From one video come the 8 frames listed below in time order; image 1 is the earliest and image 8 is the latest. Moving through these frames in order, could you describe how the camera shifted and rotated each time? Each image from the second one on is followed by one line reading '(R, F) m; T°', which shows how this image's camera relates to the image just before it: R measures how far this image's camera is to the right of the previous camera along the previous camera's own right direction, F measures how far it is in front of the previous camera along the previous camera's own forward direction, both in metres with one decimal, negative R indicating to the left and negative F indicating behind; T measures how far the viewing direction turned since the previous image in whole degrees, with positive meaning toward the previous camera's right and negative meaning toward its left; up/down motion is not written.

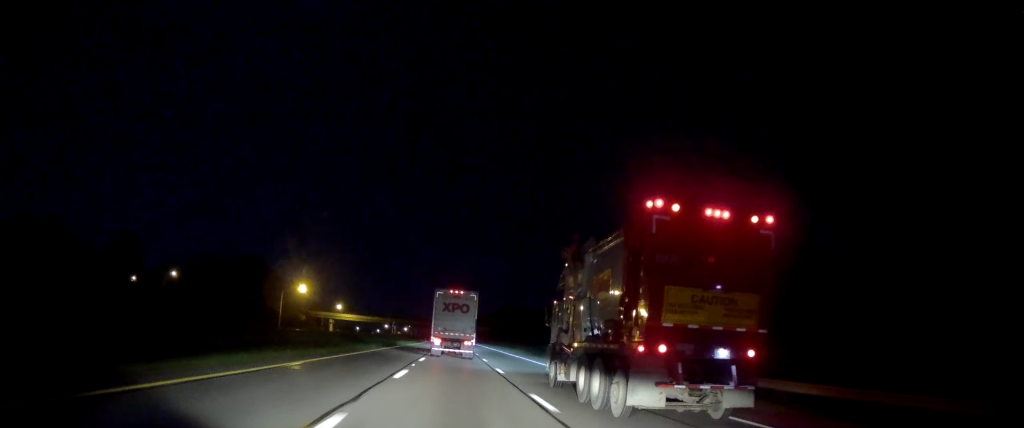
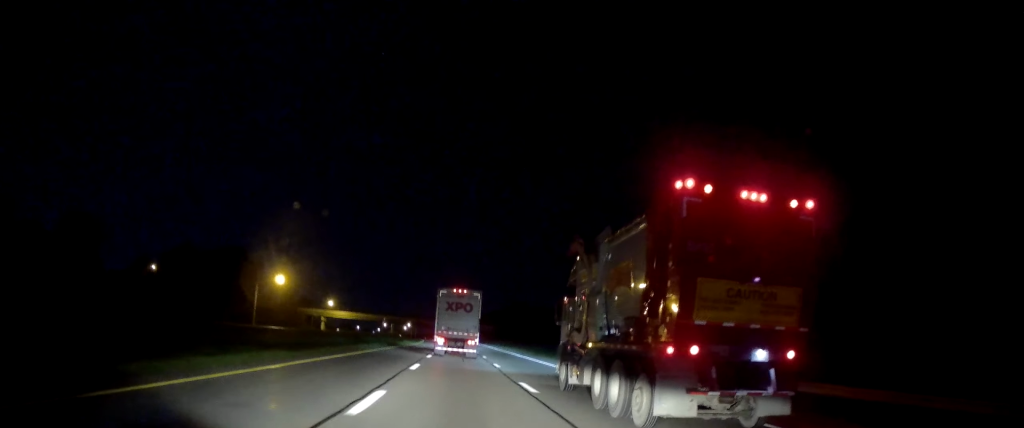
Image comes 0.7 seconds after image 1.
(+0.1, +20.2) m; 0°
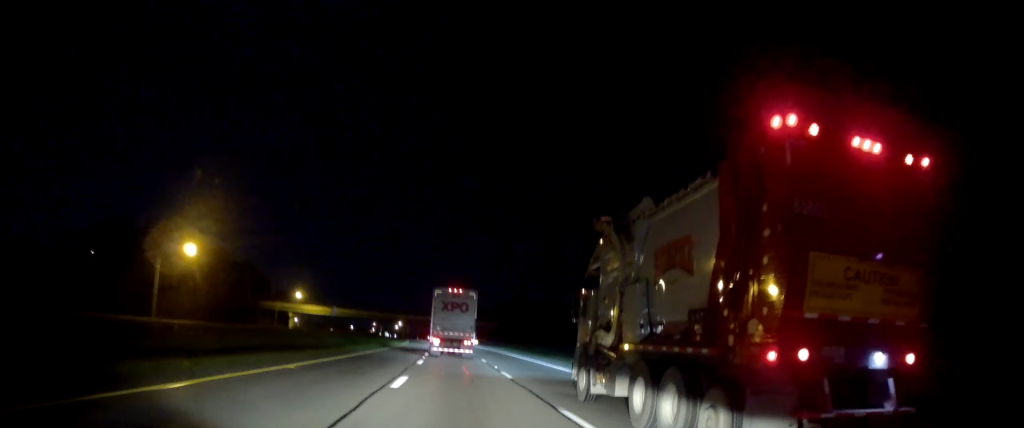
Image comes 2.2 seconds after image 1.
(-0.7, +43.5) m; -1°
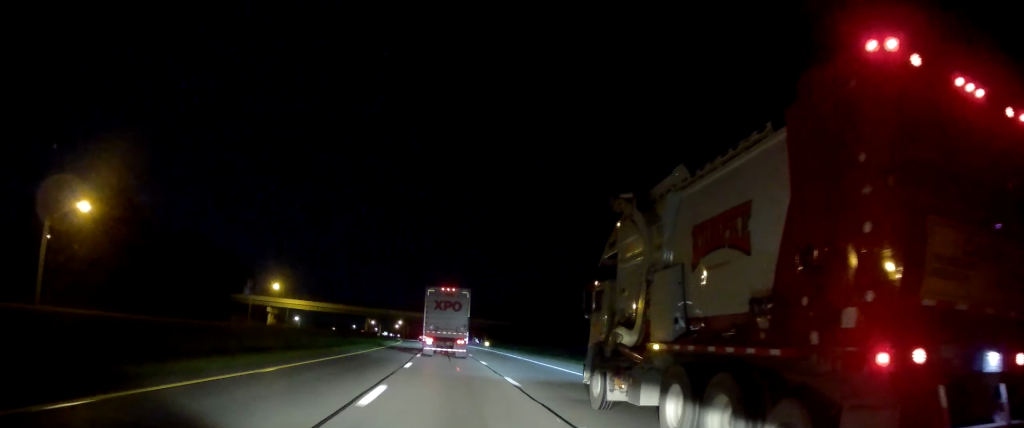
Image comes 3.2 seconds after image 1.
(0.0, +28.0) m; +1°
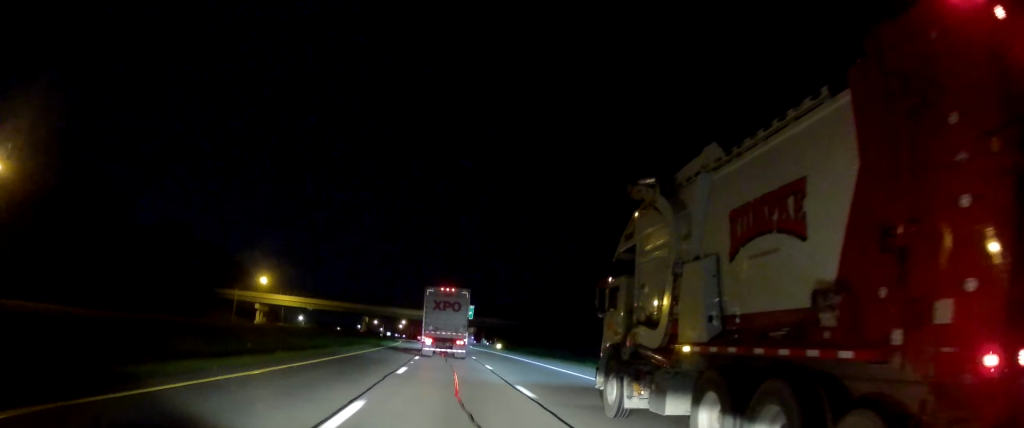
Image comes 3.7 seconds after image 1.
(+0.1, +15.4) m; 0°
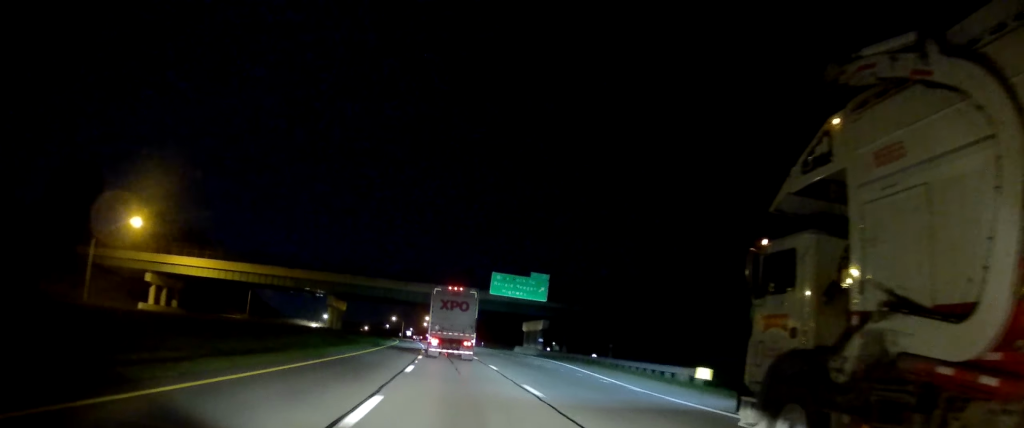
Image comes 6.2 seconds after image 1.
(-1.9, +72.0) m; -2°
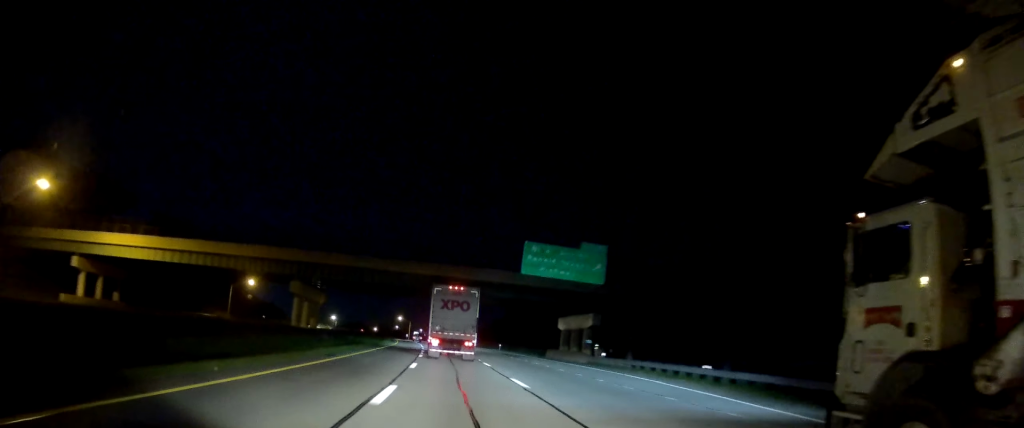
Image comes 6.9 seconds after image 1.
(0.0, +21.5) m; -1°
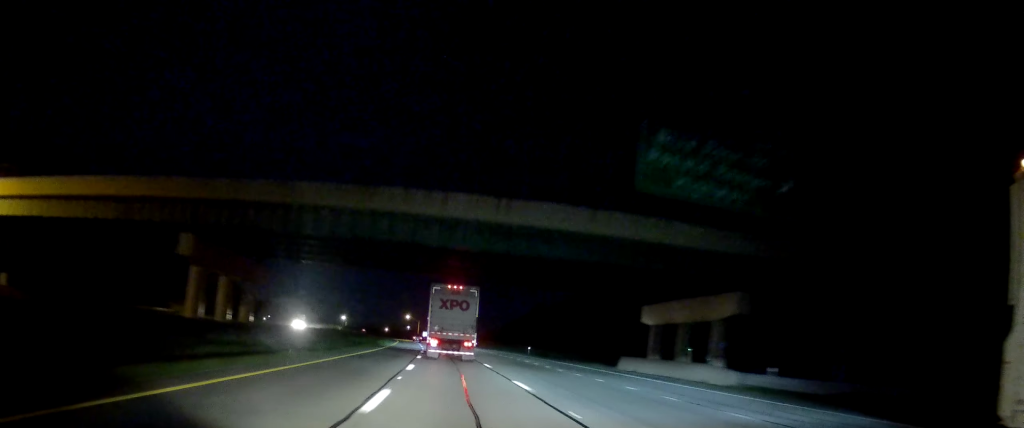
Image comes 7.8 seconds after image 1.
(-0.3, +25.4) m; -1°
